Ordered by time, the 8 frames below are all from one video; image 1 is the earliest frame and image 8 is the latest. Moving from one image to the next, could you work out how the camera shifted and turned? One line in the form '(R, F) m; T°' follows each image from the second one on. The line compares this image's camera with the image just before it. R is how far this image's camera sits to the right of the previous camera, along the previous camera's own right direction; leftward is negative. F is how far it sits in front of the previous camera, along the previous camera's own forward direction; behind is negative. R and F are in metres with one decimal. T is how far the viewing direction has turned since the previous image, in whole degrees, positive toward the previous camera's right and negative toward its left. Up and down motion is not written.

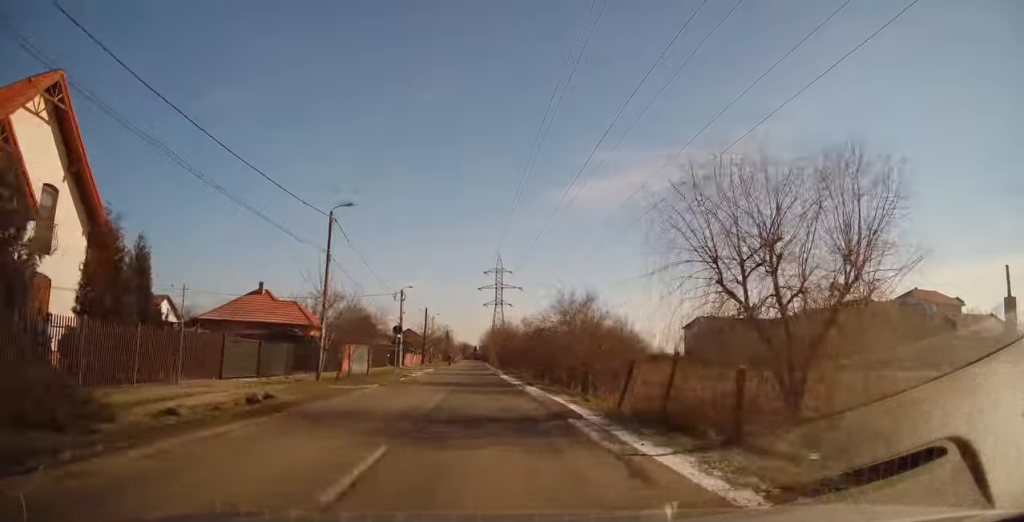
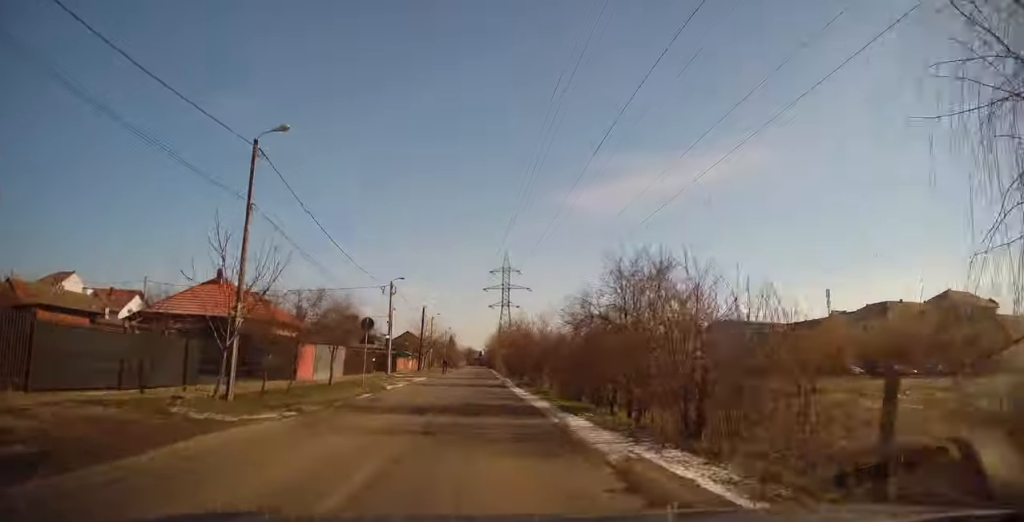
(+0.3, +9.9) m; 0°
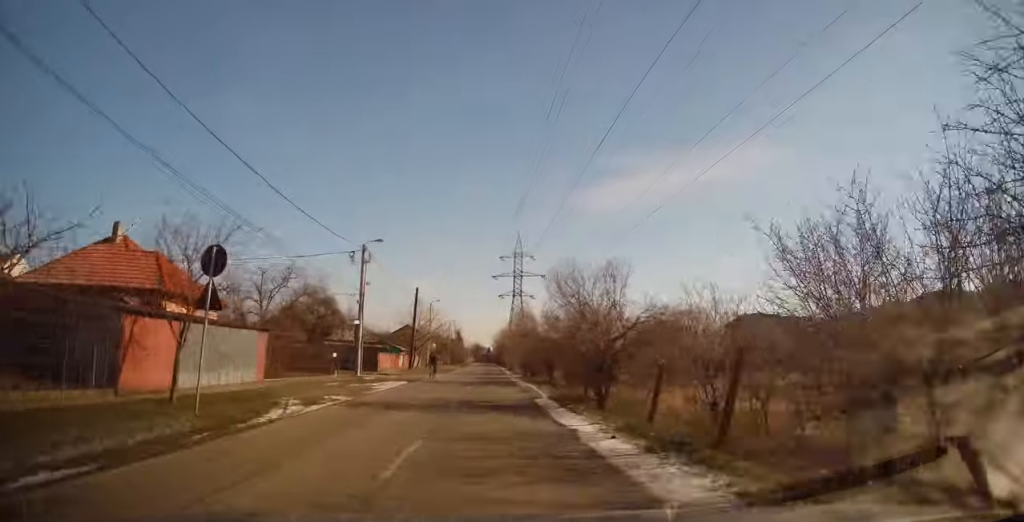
(-0.1, +14.8) m; -1°
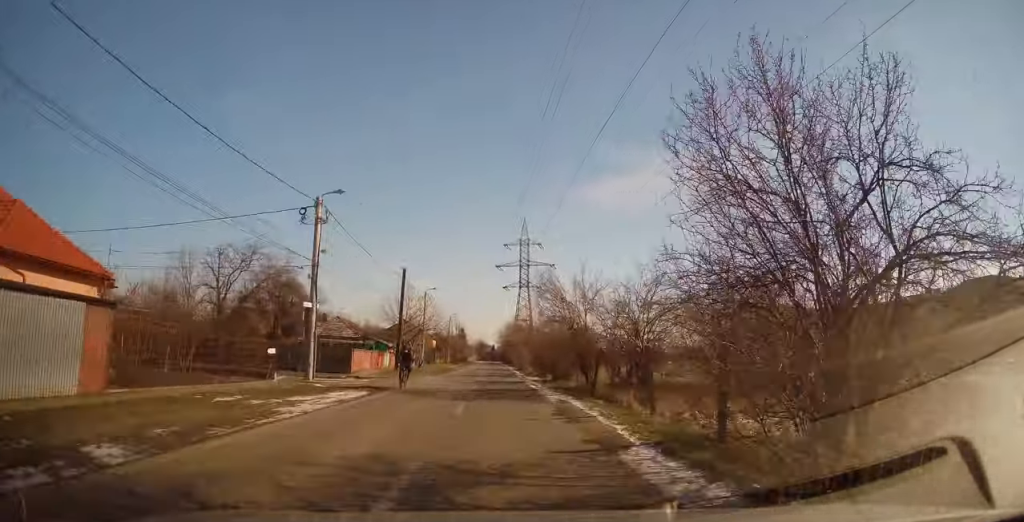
(-0.1, +10.5) m; -1°
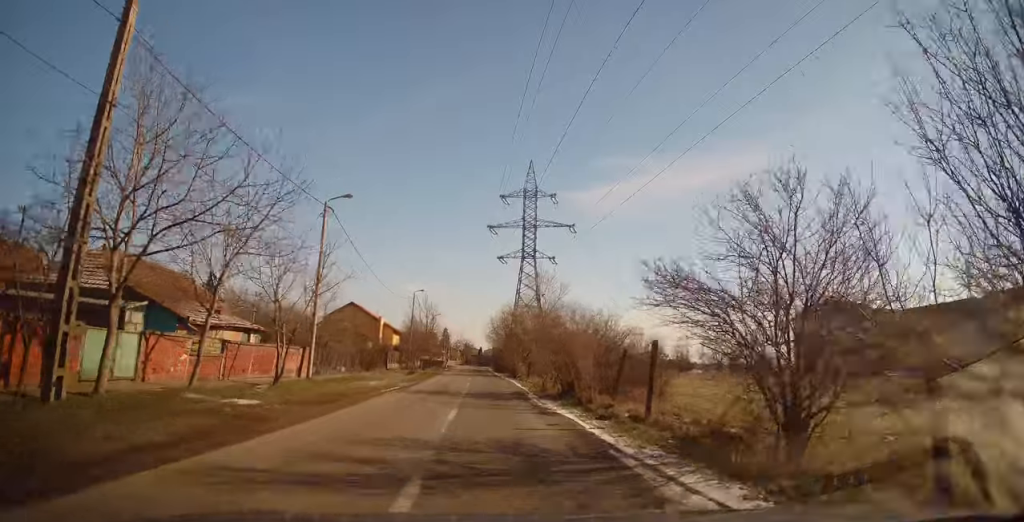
(0.0, +35.5) m; +2°
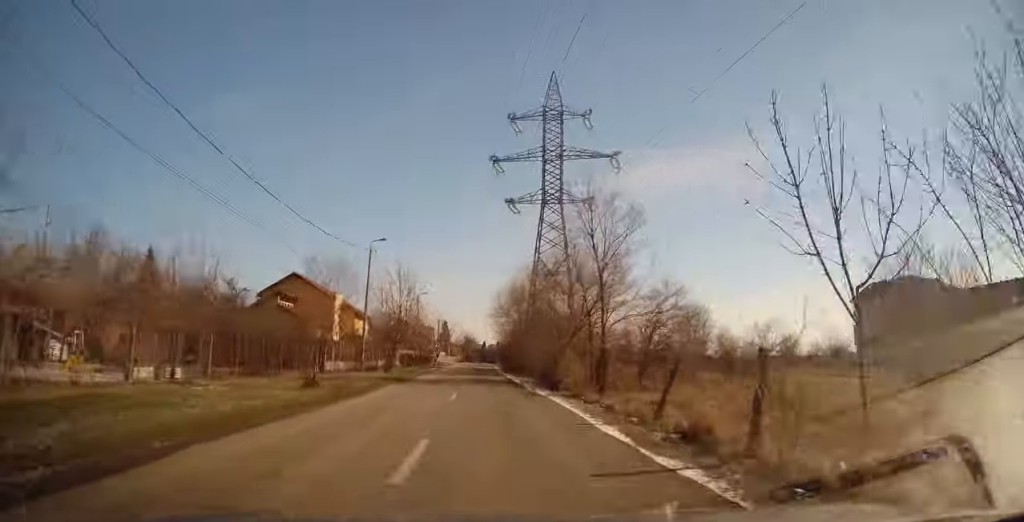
(+0.4, +23.7) m; 0°
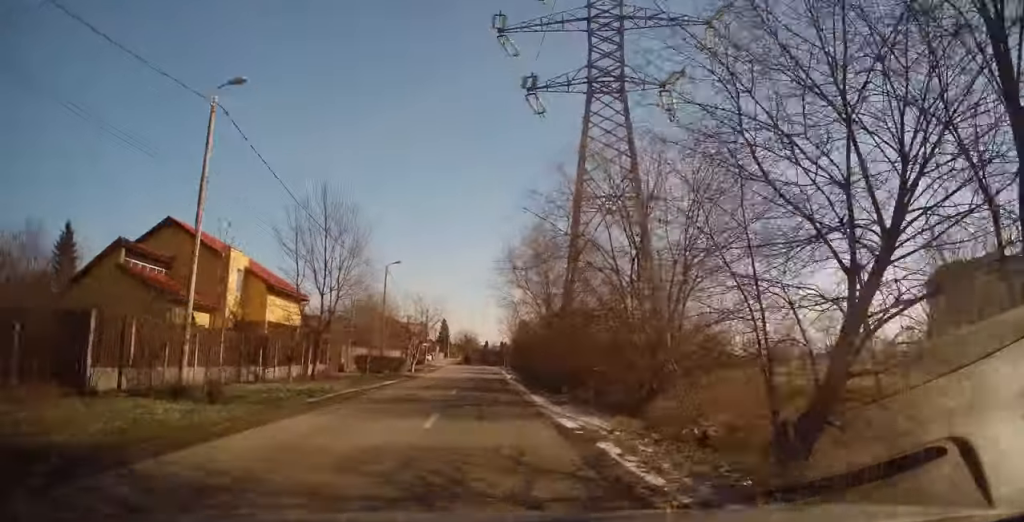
(-0.4, +21.6) m; -1°
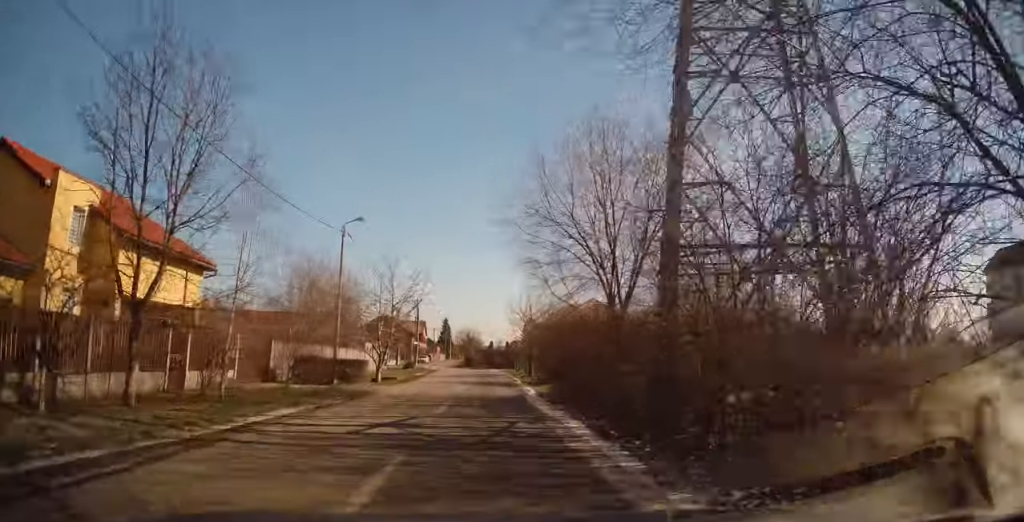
(0.0, +14.0) m; 0°
